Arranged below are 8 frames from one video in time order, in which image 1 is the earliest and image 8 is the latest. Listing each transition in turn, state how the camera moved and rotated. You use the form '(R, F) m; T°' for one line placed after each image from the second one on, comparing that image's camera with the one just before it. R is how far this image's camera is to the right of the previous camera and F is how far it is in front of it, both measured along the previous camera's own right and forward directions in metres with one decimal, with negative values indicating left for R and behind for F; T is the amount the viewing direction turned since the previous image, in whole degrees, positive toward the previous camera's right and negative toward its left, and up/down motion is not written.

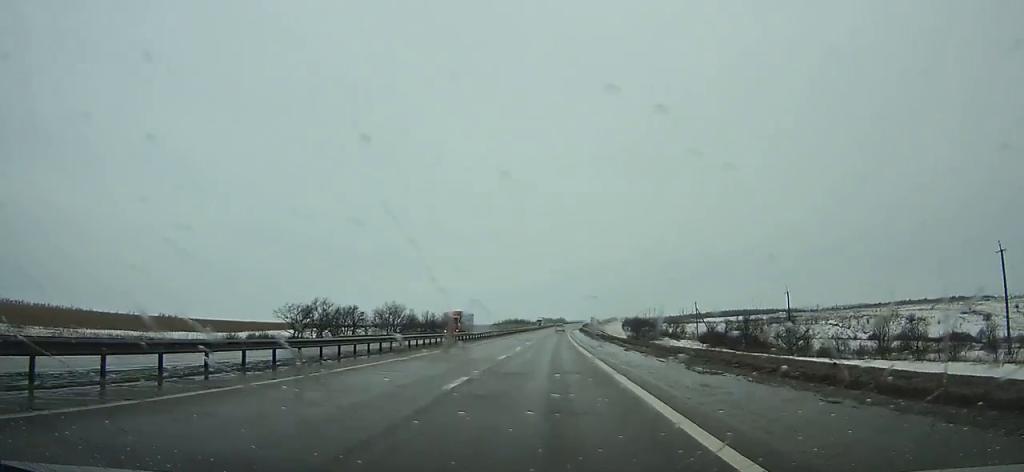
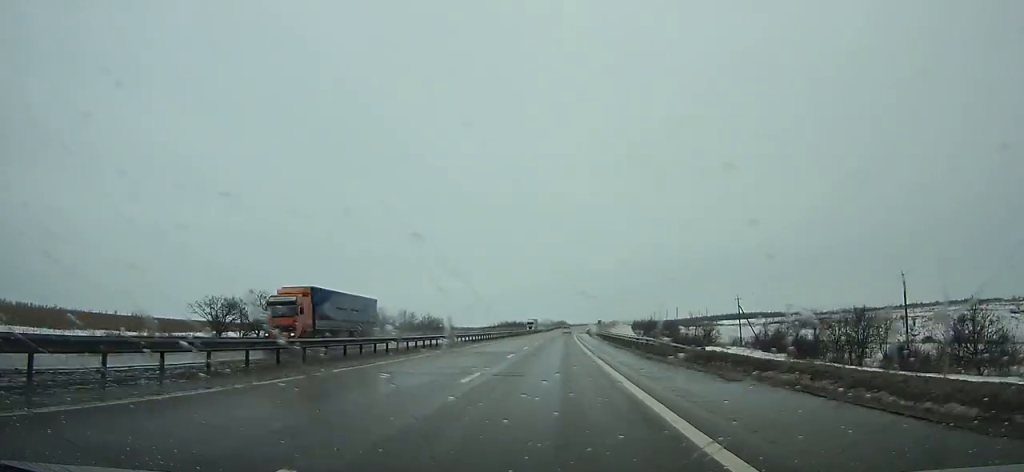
(-0.1, +34.2) m; +1°
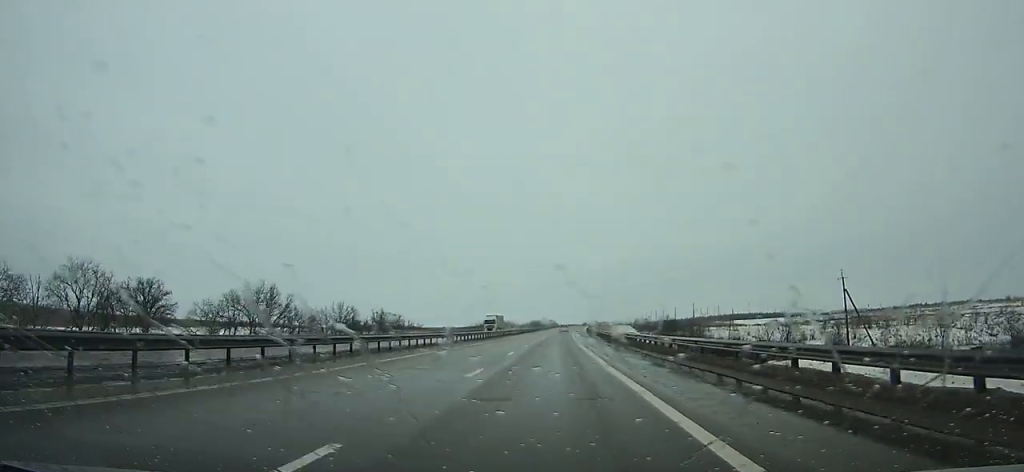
(+0.5, +47.8) m; +1°
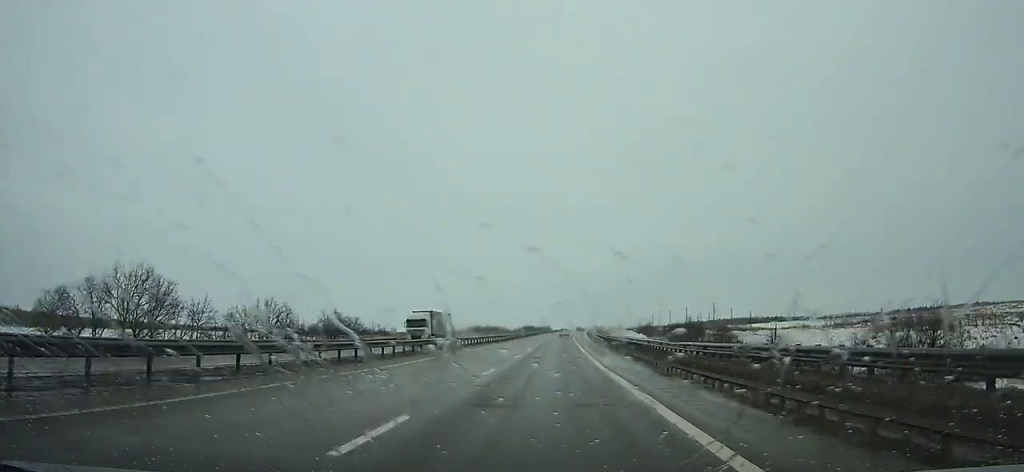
(-0.2, +33.8) m; +1°
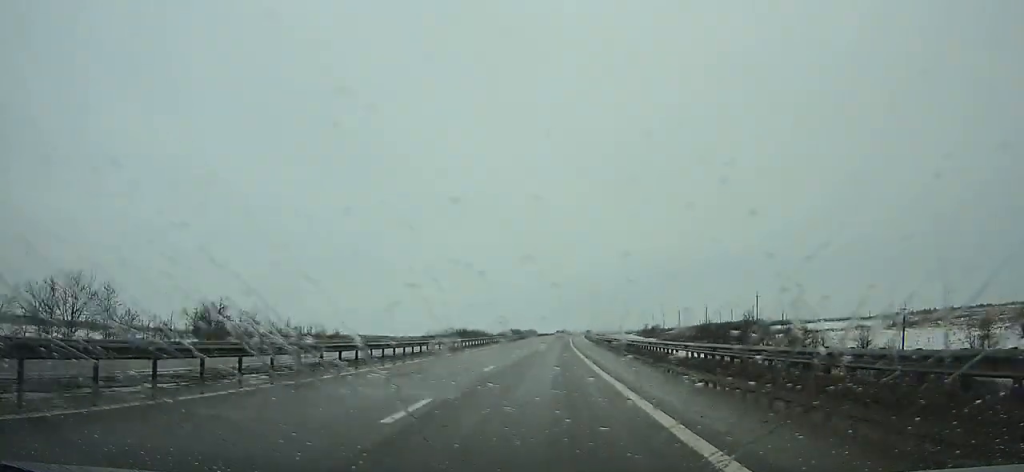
(+0.7, +44.8) m; +1°
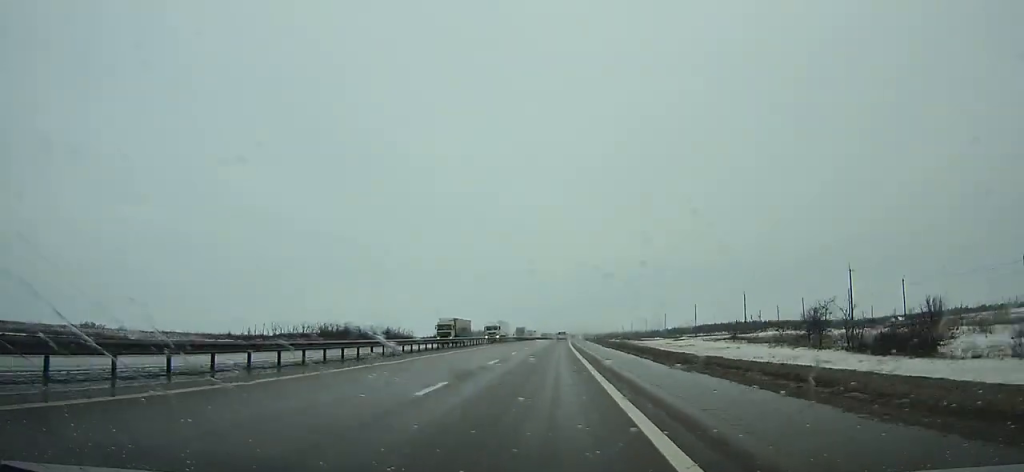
(+3.5, +151.2) m; +3°
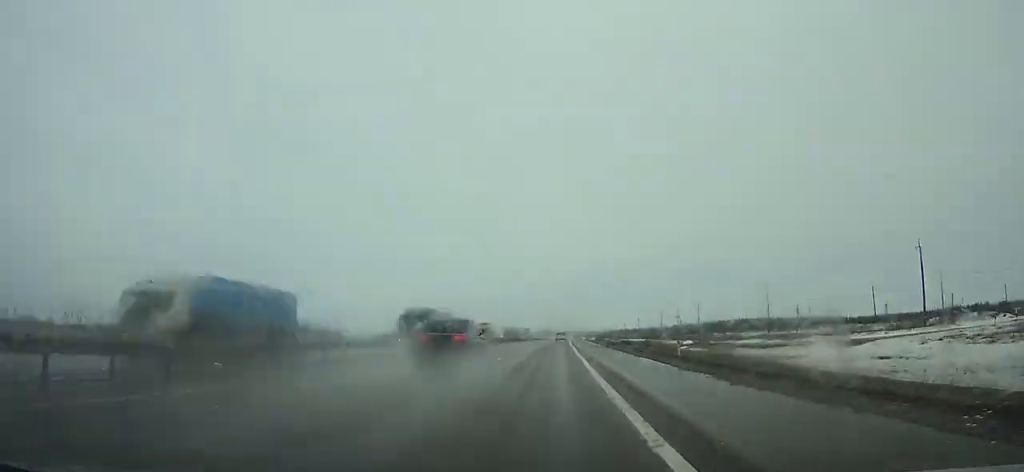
(+0.8, +70.5) m; +1°
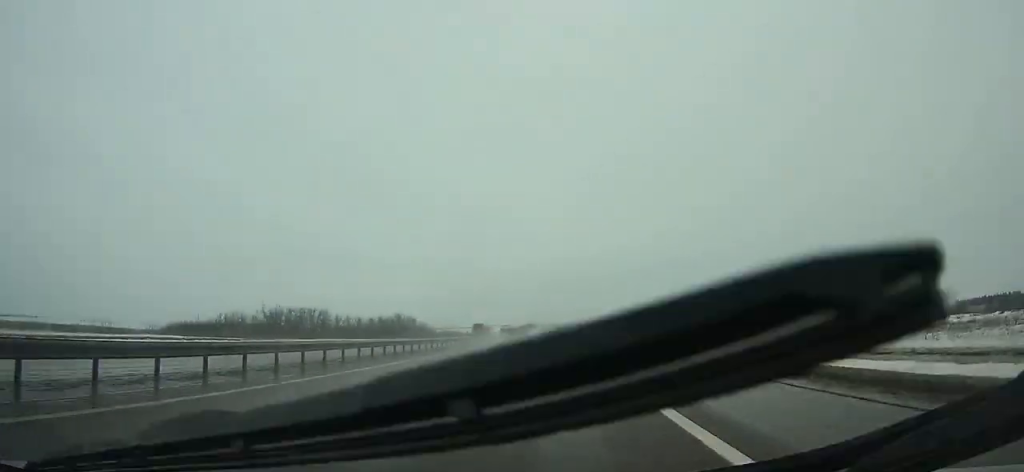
(+1.8, +136.1) m; +1°
